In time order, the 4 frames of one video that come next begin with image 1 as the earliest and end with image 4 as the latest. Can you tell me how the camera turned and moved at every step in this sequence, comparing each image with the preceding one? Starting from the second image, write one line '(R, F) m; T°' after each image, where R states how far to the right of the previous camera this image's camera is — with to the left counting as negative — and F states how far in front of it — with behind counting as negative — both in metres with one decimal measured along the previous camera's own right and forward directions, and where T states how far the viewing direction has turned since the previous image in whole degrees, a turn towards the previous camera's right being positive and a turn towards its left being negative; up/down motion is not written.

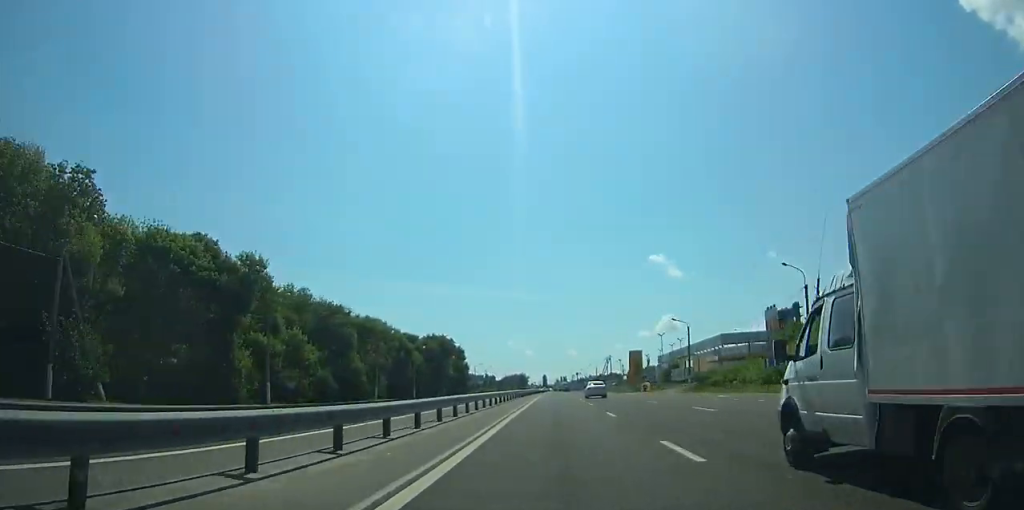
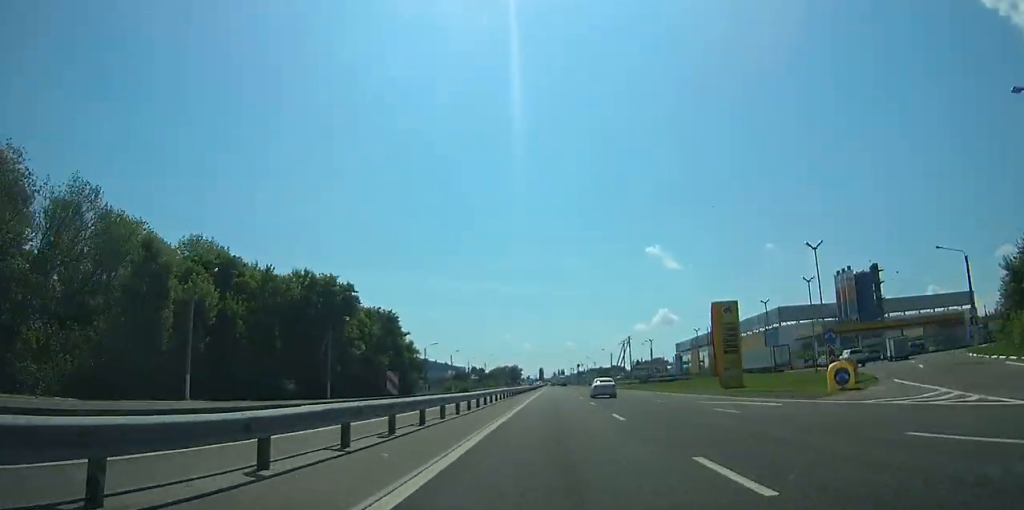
(+0.1, +62.2) m; 0°
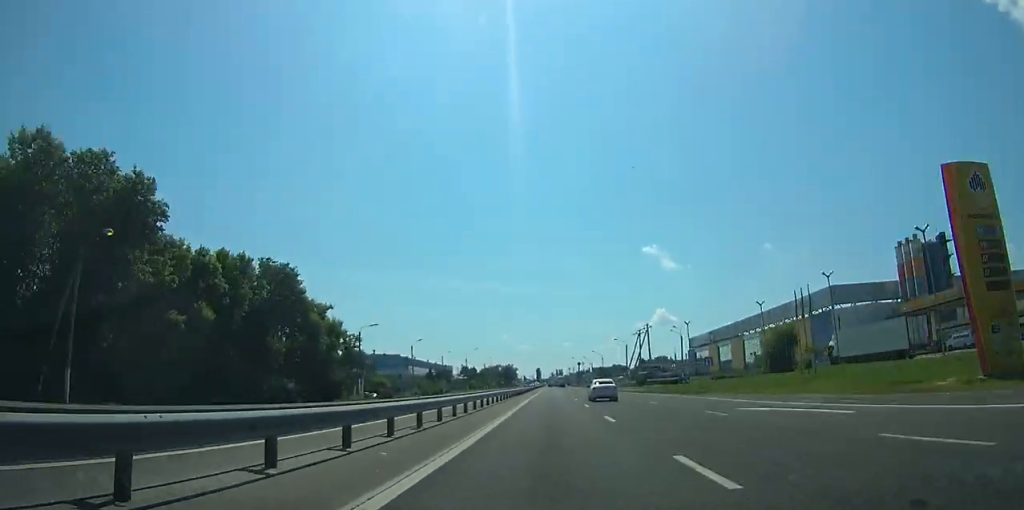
(+0.1, +33.8) m; 0°
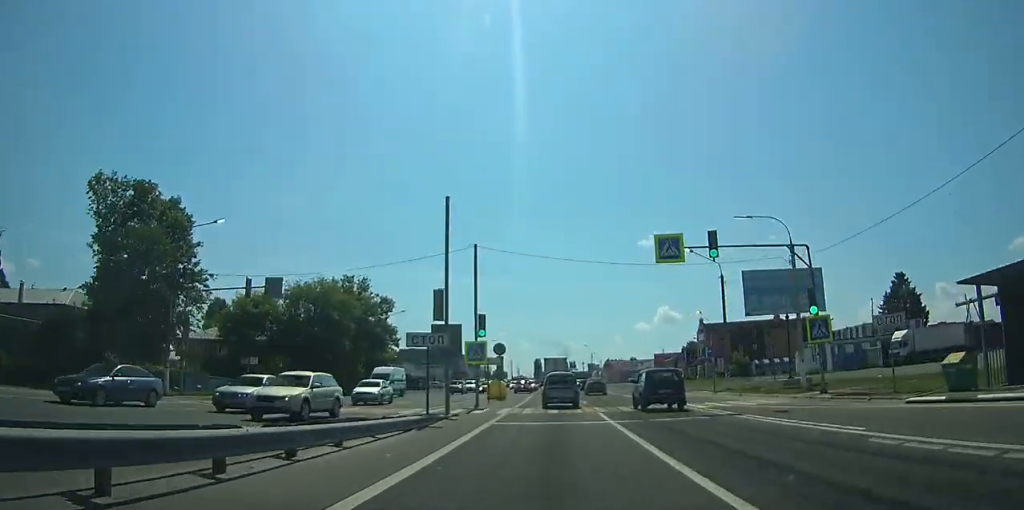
(+0.1, +317.2) m; 0°
